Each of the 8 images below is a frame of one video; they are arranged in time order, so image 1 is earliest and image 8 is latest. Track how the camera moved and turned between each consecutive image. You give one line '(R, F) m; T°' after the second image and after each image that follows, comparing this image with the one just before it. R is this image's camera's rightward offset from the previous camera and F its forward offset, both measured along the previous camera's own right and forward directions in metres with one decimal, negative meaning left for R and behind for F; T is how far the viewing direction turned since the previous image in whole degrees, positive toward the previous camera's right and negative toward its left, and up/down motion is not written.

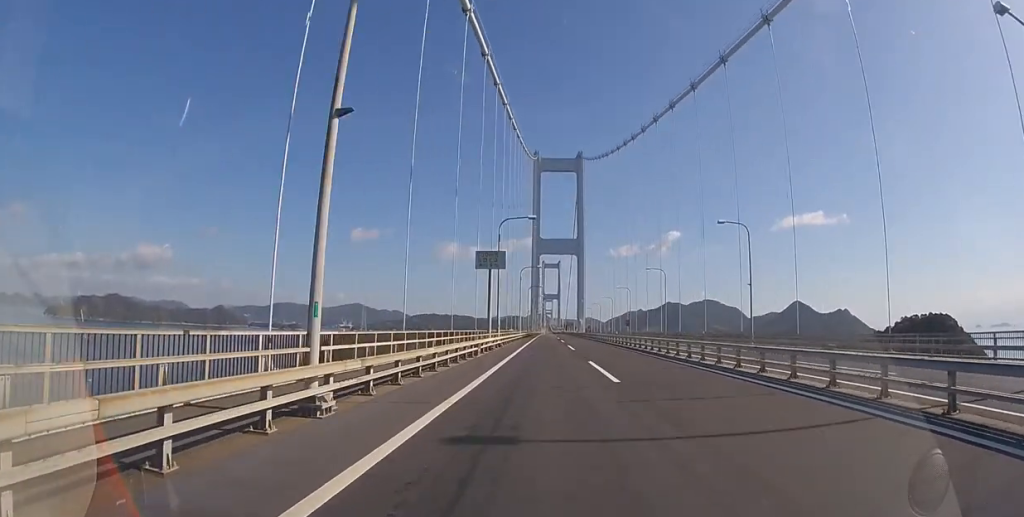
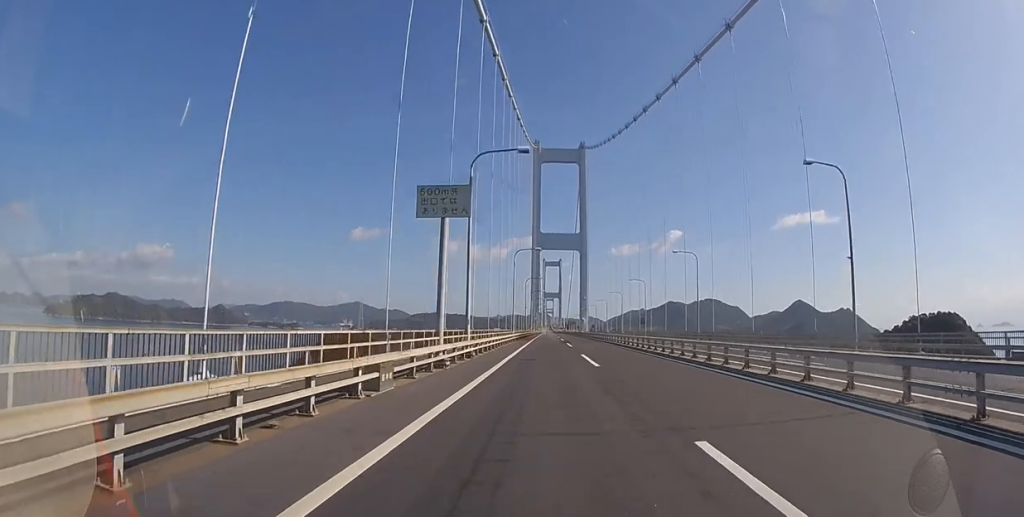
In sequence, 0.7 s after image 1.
(0.0, +14.9) m; 0°
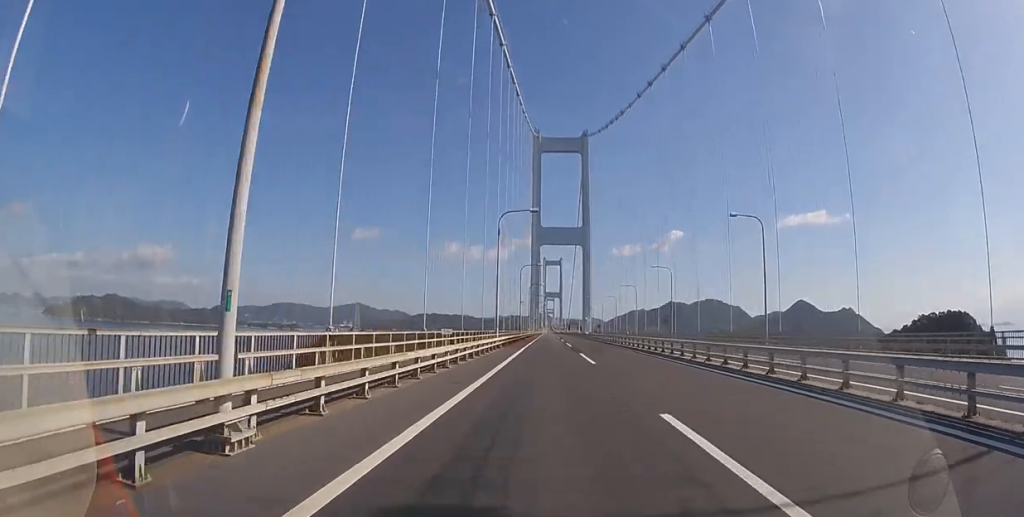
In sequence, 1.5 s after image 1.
(0.0, +17.7) m; 0°
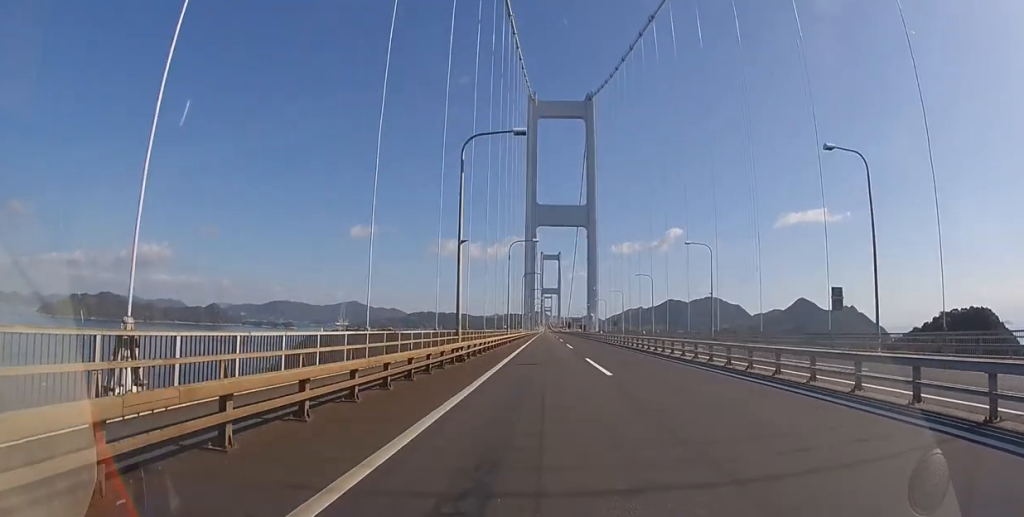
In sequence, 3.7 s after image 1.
(0.0, +45.7) m; 0°
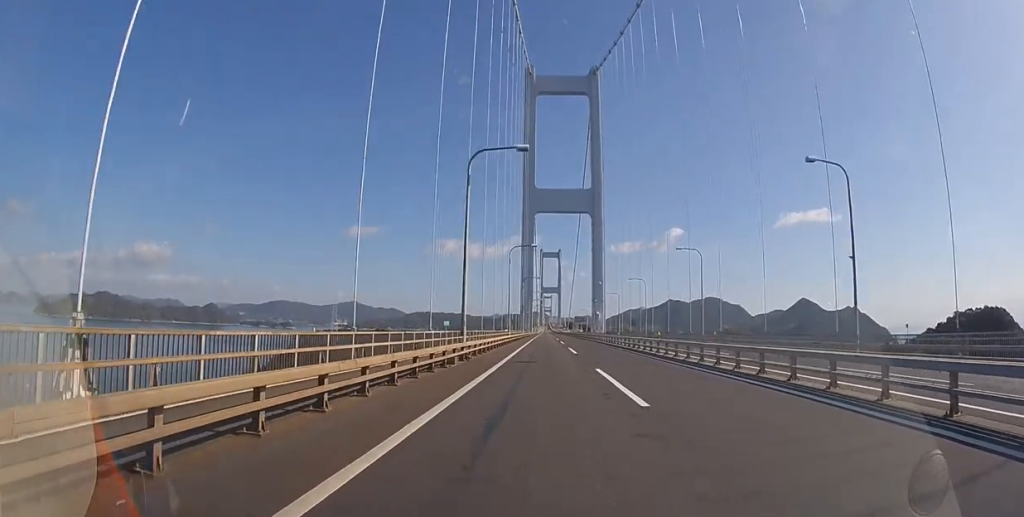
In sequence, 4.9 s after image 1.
(+0.1, +25.2) m; 0°
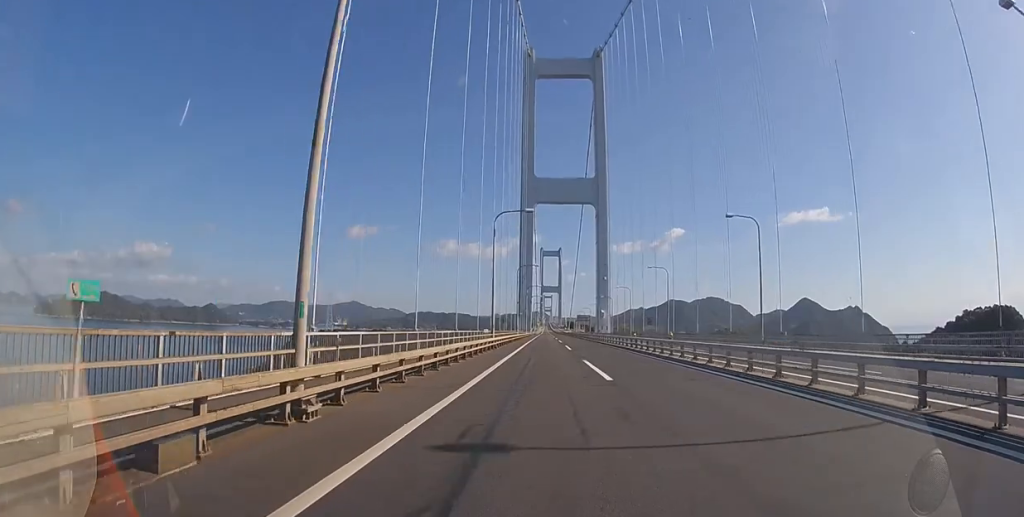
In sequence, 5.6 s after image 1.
(0.0, +15.3) m; 0°
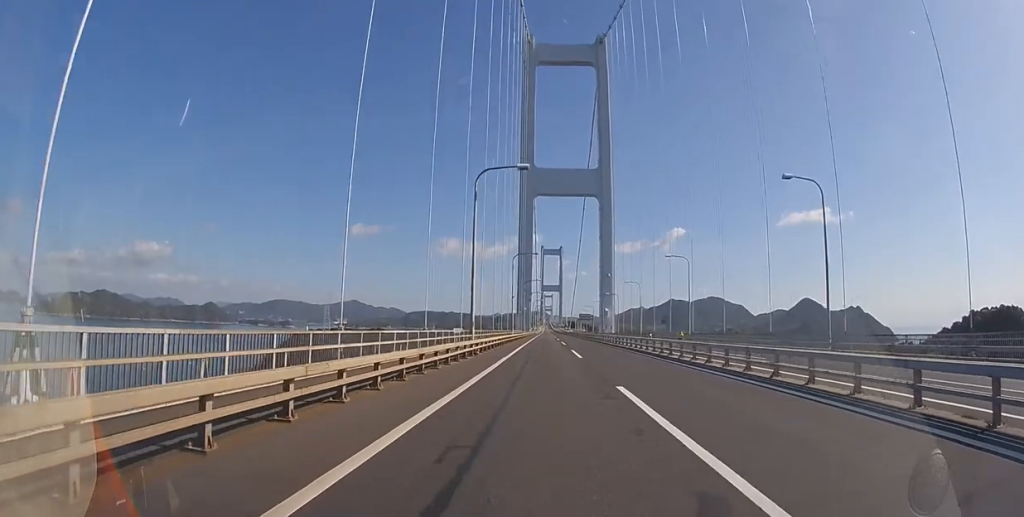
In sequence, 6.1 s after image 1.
(0.0, +10.5) m; 0°
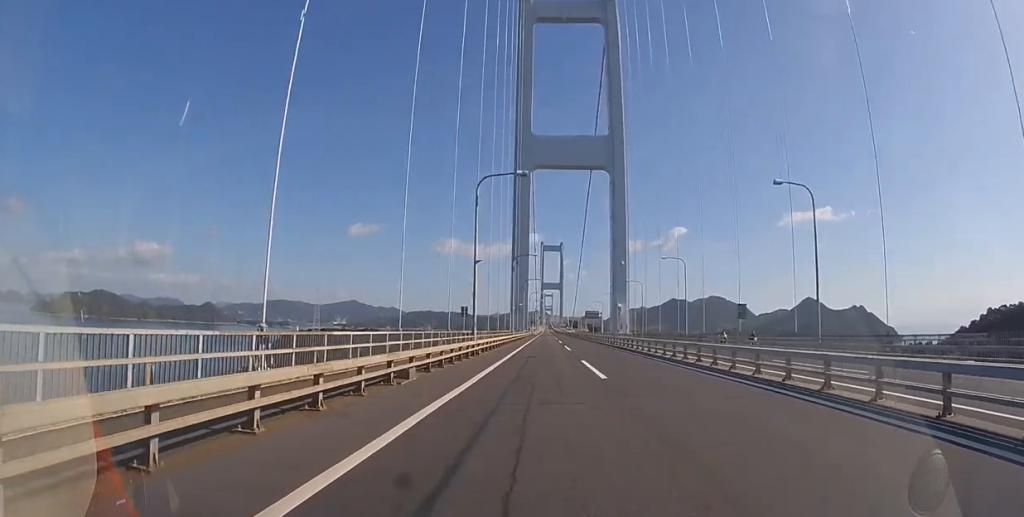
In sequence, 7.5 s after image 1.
(0.0, +29.2) m; 0°
